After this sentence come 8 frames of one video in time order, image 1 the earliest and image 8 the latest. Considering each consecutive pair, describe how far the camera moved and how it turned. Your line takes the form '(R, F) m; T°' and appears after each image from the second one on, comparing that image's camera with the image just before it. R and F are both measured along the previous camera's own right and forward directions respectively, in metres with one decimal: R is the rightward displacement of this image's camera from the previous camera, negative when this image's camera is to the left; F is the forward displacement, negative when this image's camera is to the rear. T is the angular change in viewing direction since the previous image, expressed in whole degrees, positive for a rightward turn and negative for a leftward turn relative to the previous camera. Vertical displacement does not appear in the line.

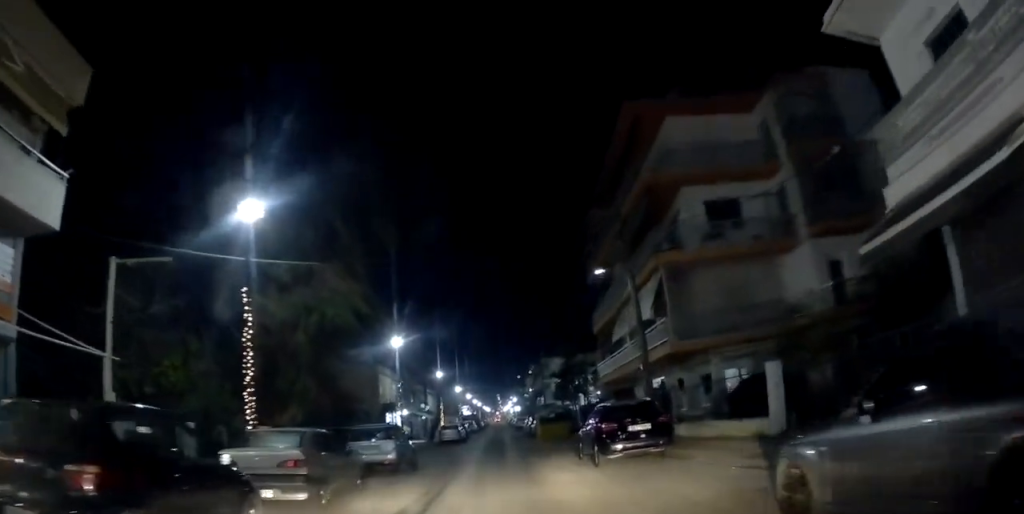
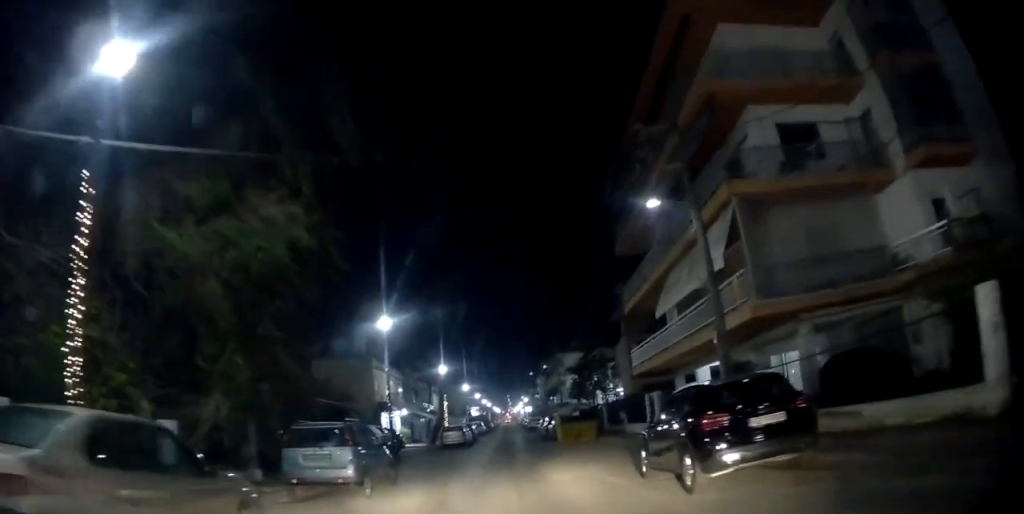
(0.0, +6.0) m; +1°
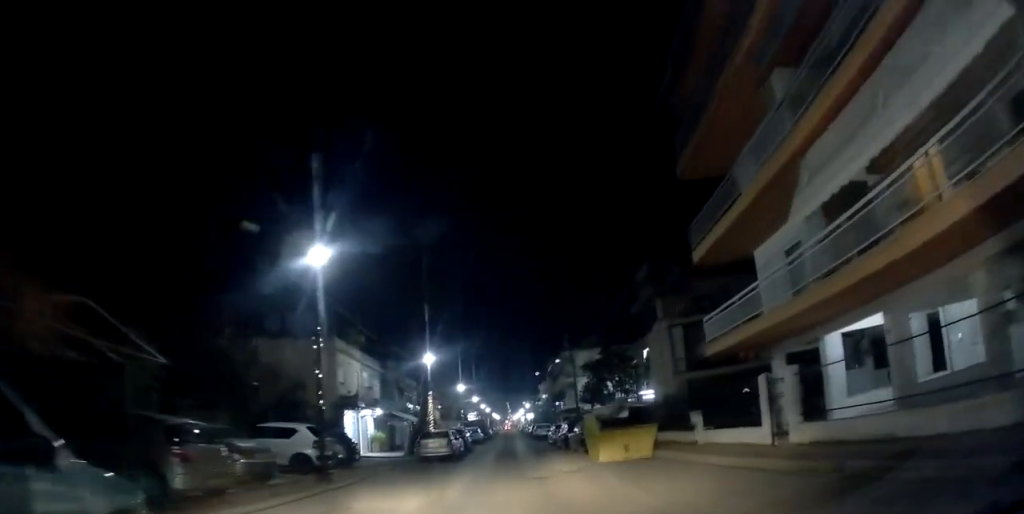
(+0.3, +10.3) m; +4°
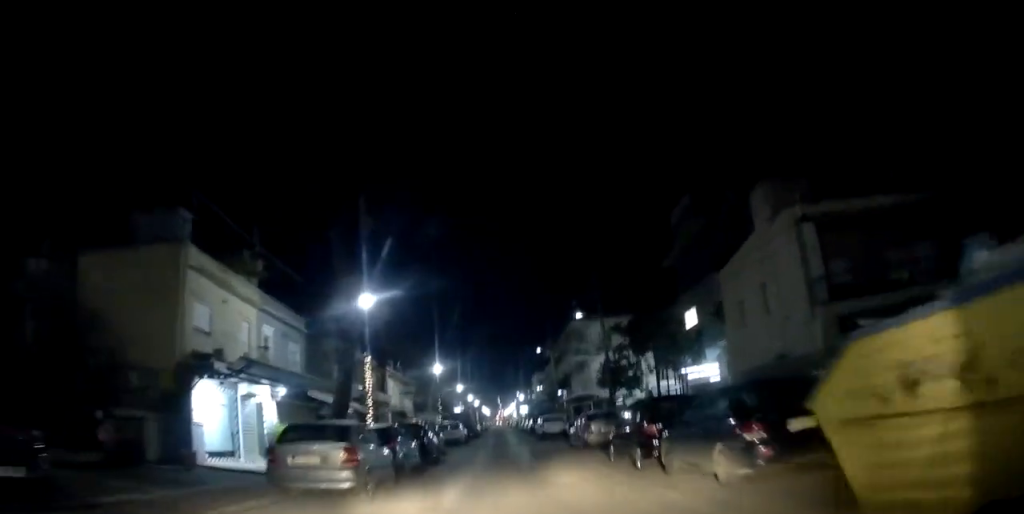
(0.0, +15.8) m; 0°
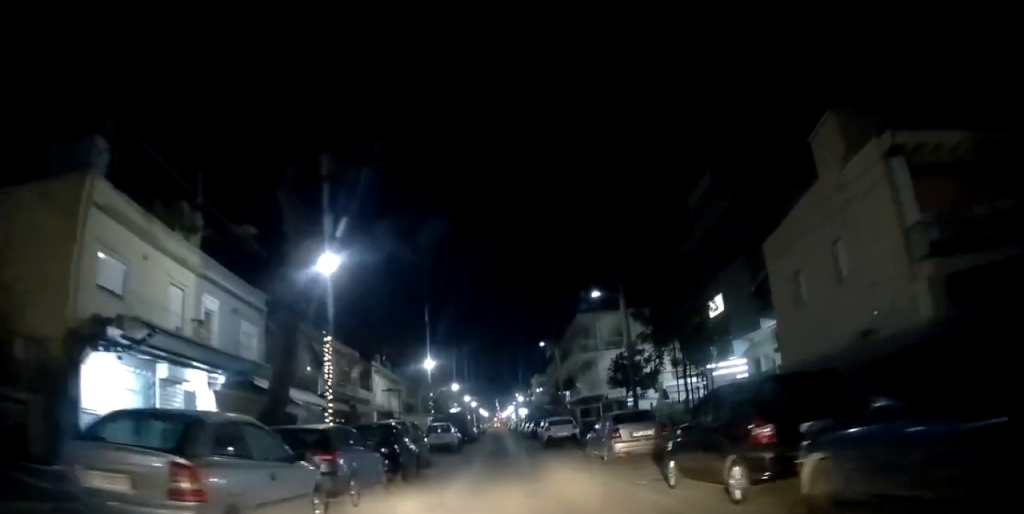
(+0.1, +5.1) m; -1°
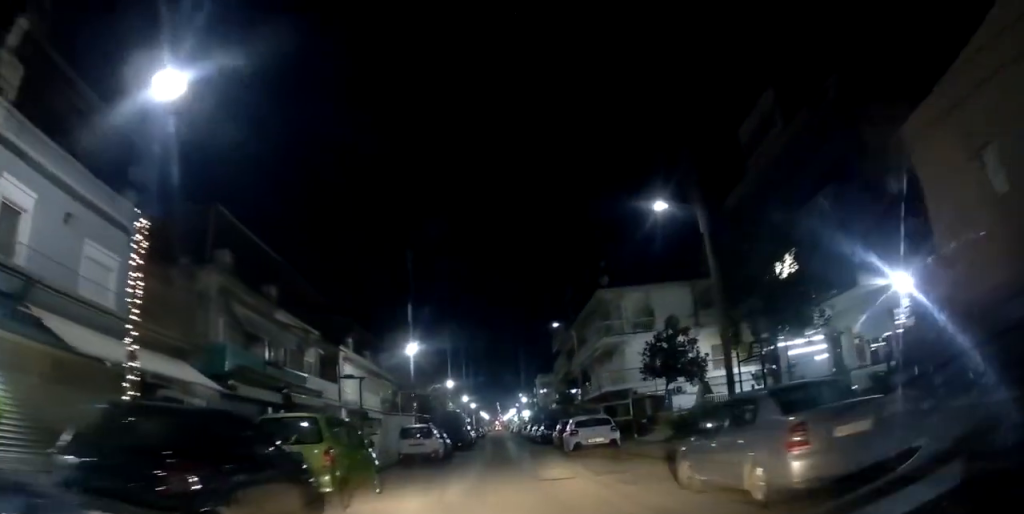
(-0.1, +9.4) m; -3°
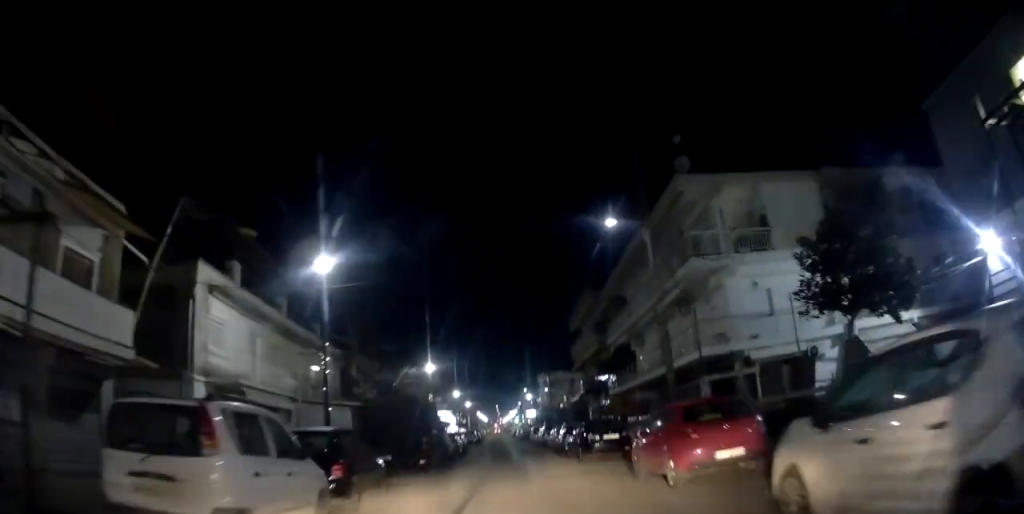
(-0.3, +17.0) m; +1°
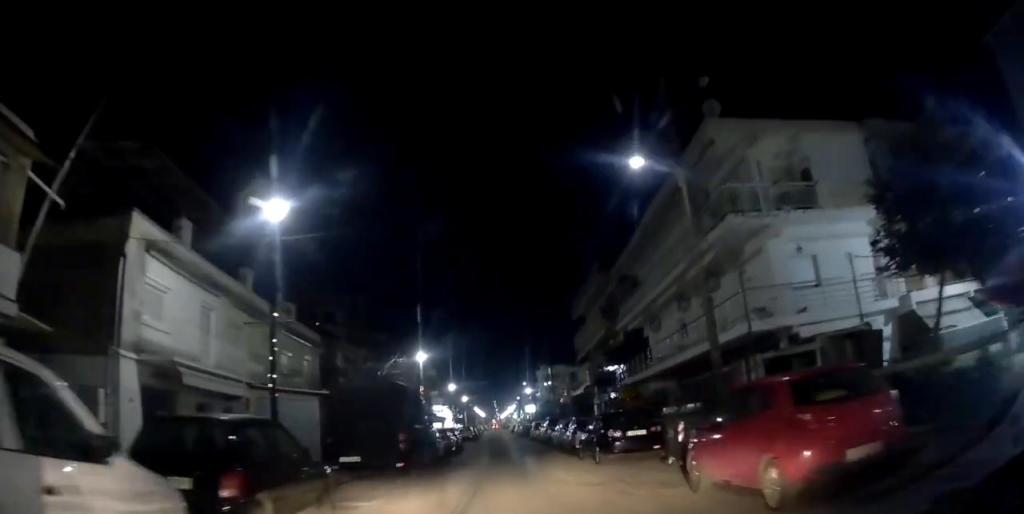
(0.0, +3.7) m; 0°
